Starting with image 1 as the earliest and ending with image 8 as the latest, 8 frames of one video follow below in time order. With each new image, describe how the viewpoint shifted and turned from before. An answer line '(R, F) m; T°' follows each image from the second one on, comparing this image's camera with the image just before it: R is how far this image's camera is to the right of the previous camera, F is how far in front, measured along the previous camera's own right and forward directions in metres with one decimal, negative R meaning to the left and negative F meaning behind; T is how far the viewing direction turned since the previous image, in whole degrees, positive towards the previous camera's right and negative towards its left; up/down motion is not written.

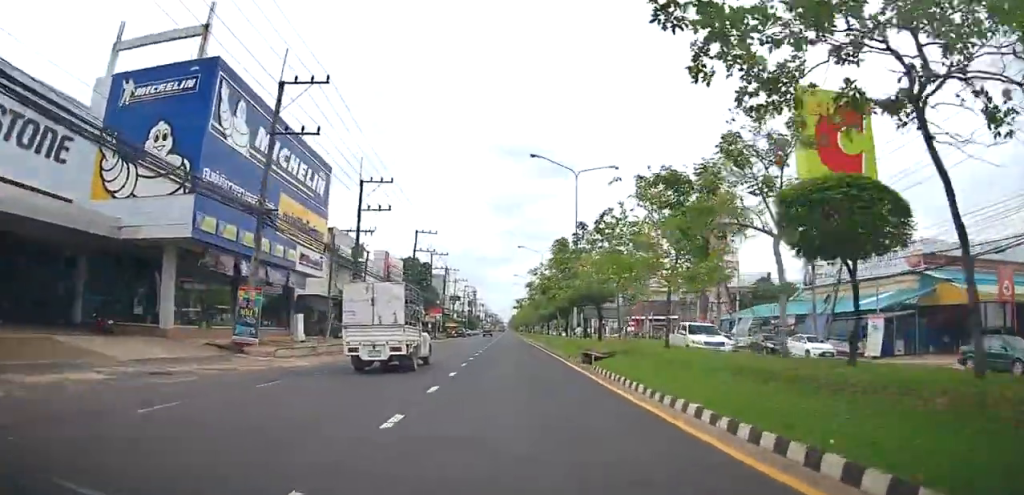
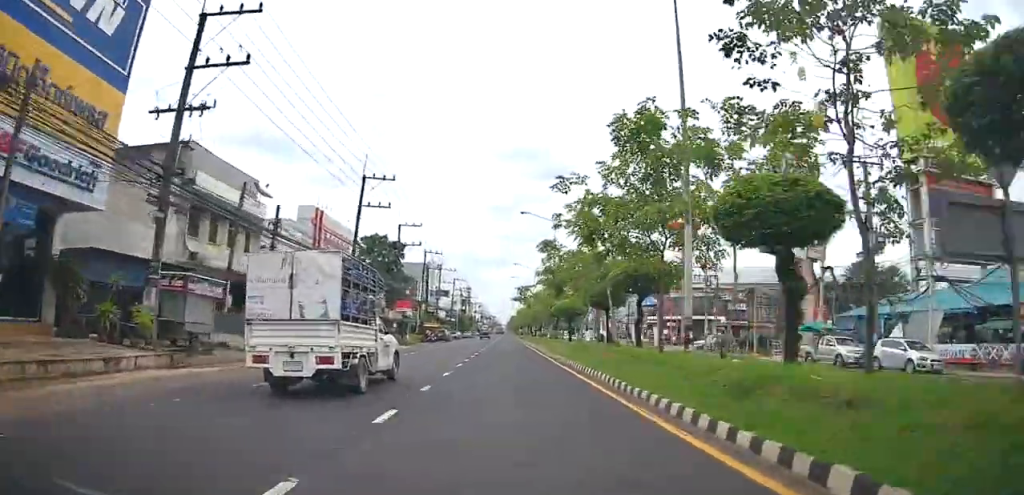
(-2.2, +24.8) m; +1°
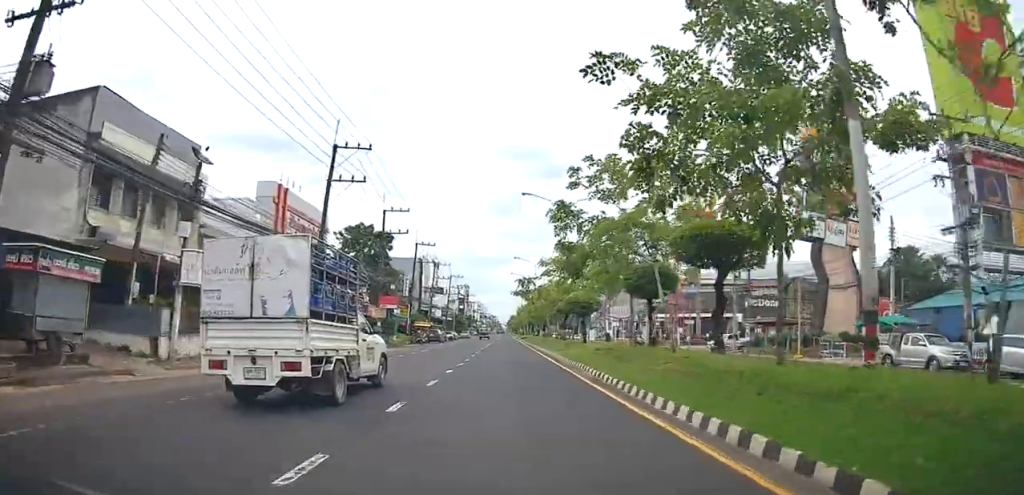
(+0.3, +7.3) m; +1°
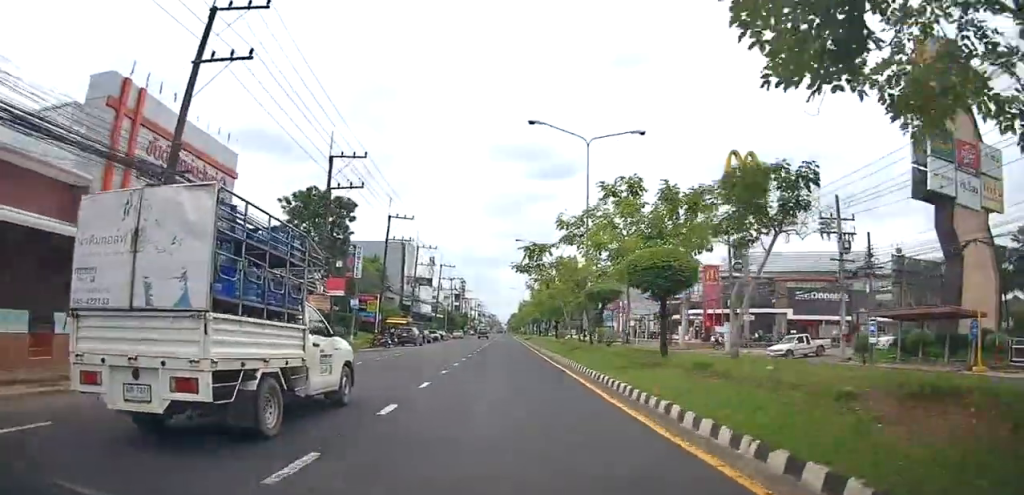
(+0.2, +16.7) m; 0°
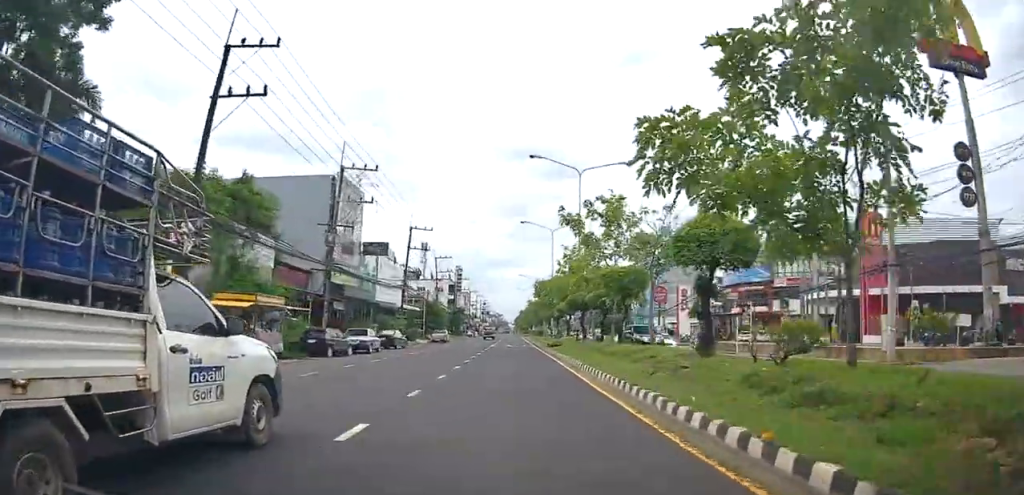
(0.0, +35.4) m; 0°
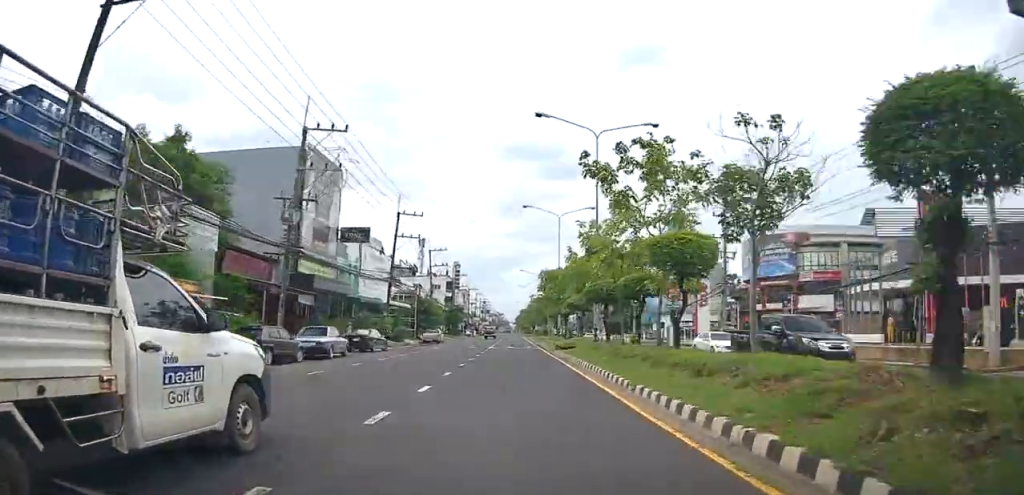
(0.0, +7.4) m; 0°
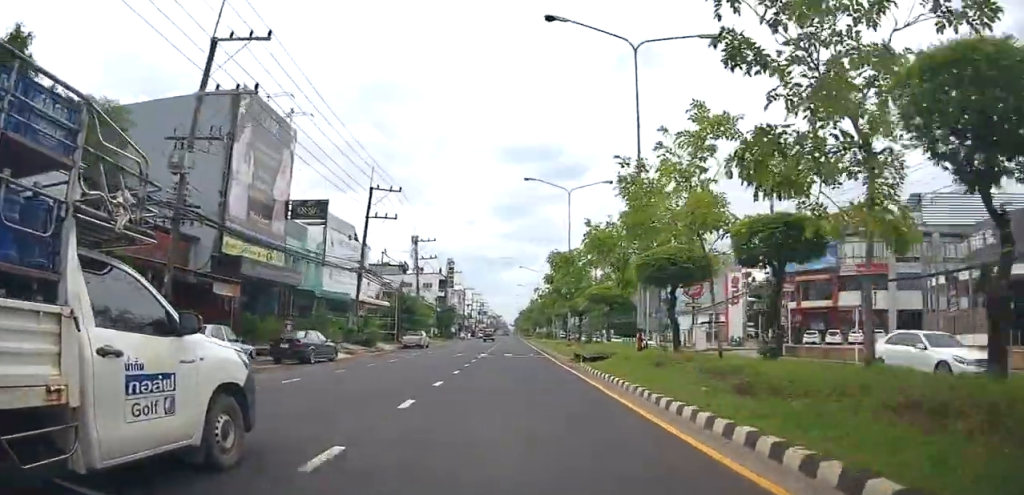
(-0.1, +10.7) m; -1°
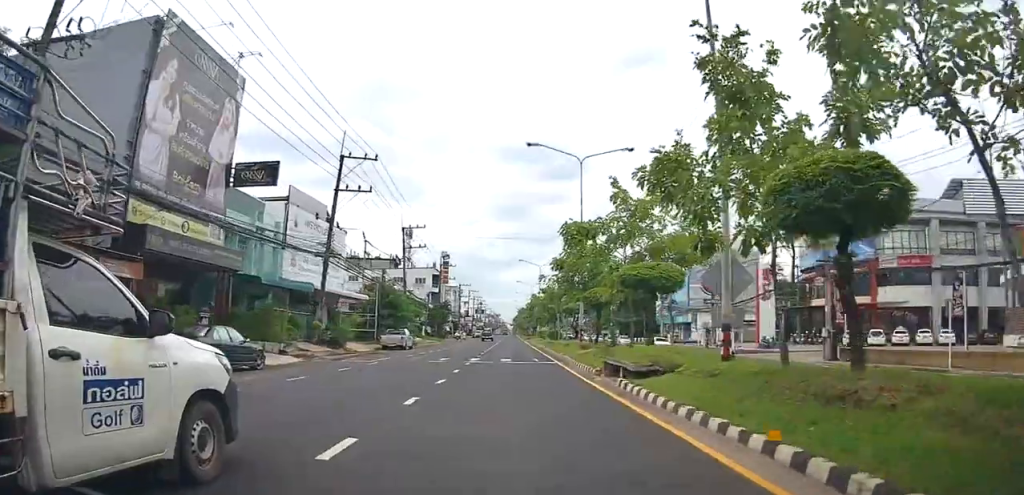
(0.0, +7.9) m; -1°
